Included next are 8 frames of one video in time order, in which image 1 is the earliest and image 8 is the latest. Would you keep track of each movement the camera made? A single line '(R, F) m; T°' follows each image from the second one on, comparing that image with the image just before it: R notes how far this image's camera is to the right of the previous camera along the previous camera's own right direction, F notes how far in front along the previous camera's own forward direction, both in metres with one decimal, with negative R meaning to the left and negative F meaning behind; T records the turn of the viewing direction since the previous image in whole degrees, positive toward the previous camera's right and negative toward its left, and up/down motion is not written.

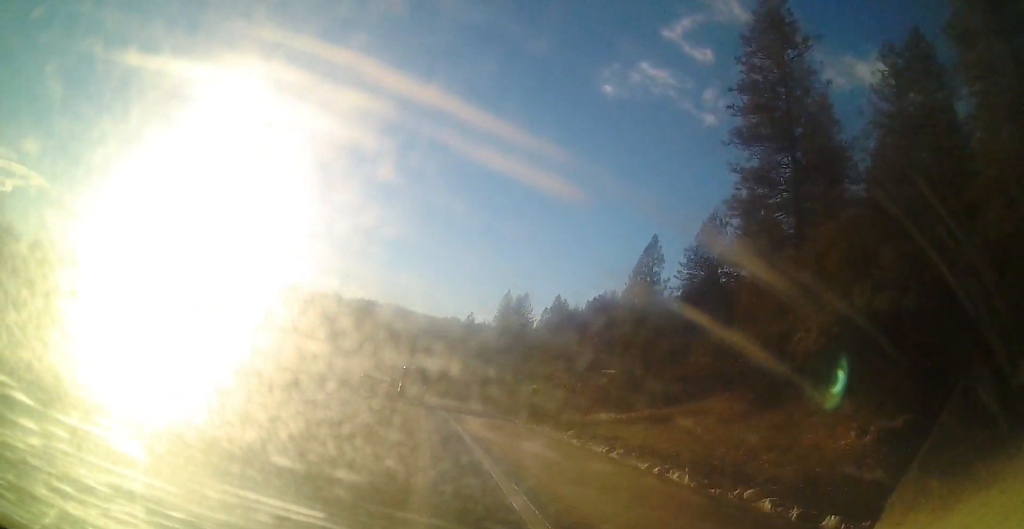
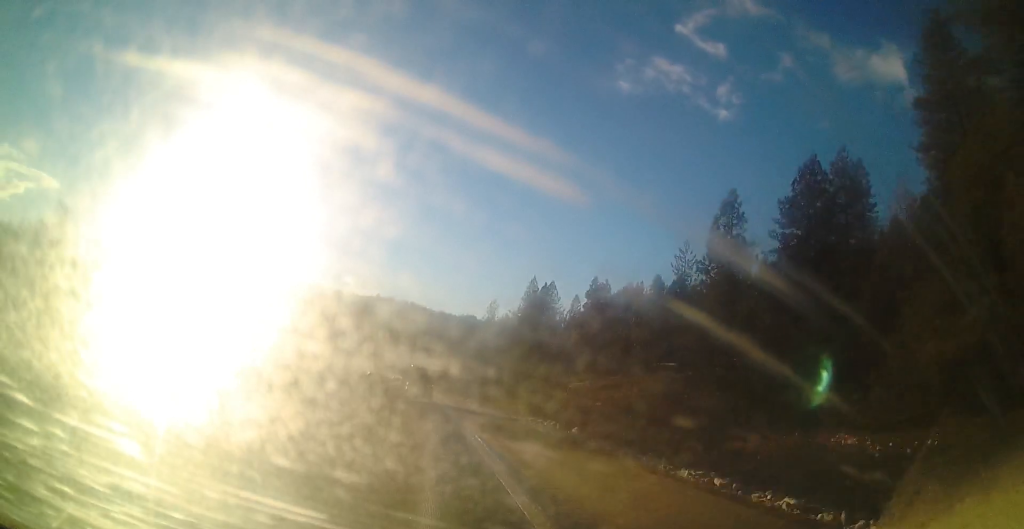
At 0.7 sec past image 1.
(-0.4, +19.2) m; -2°
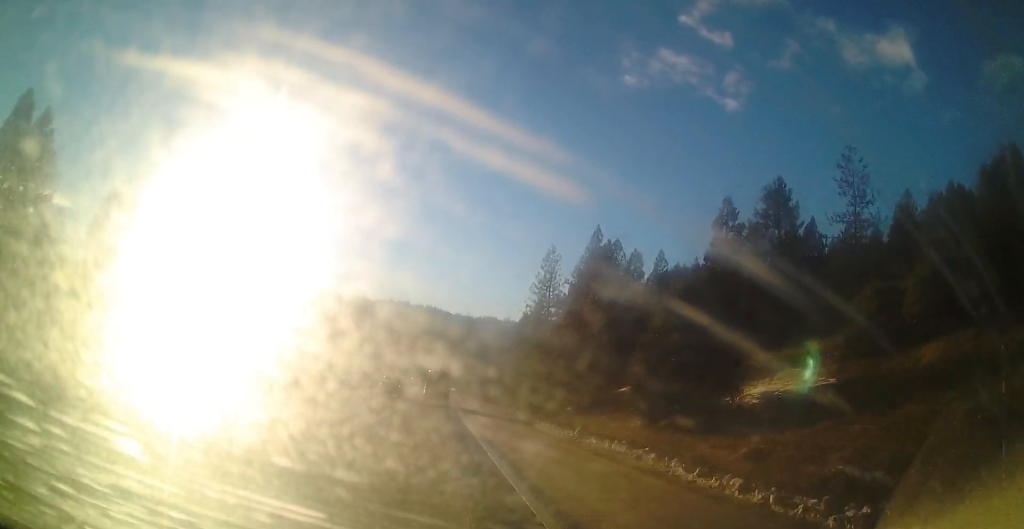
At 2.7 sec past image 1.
(-2.1, +51.9) m; -3°
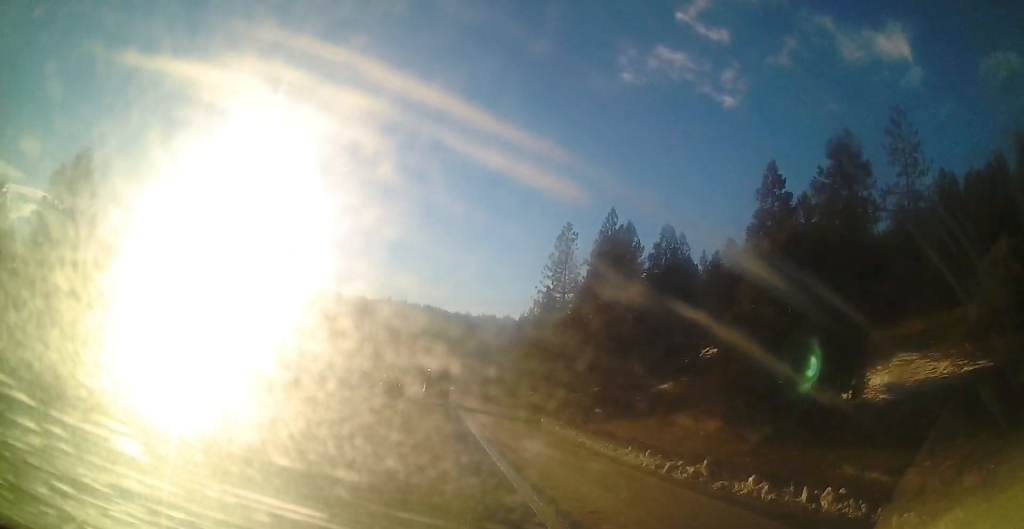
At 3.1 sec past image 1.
(+0.2, +11.1) m; 0°
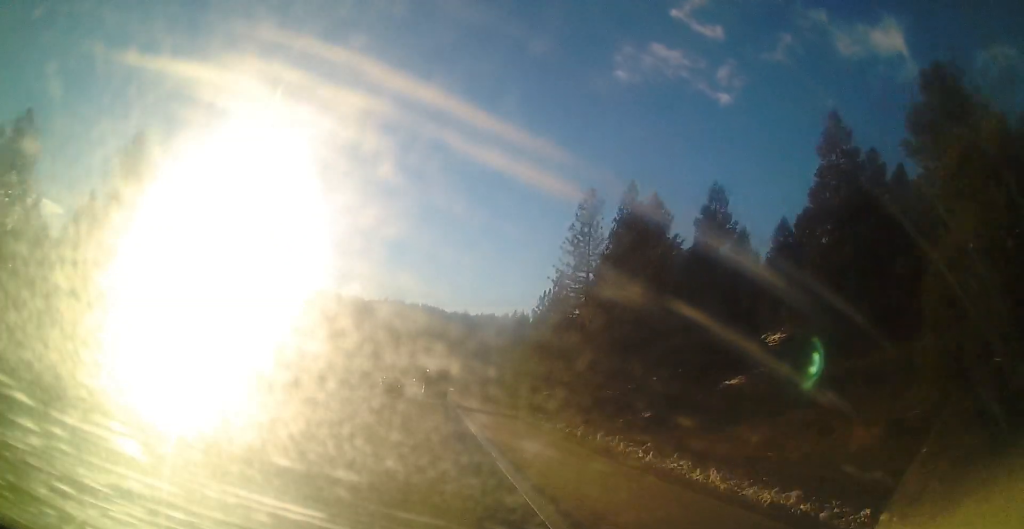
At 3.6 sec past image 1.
(+0.2, +11.9) m; 0°
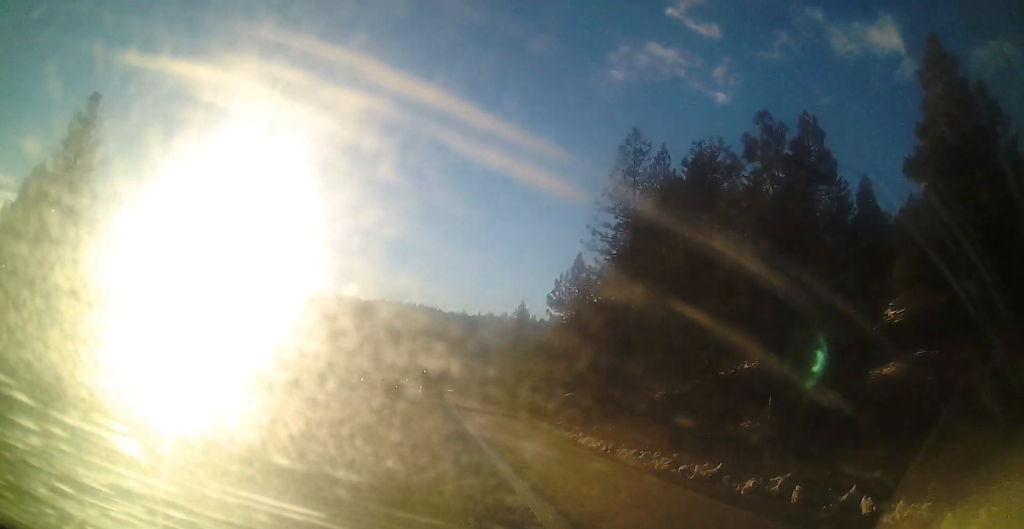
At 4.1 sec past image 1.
(-0.3, +14.5) m; 0°
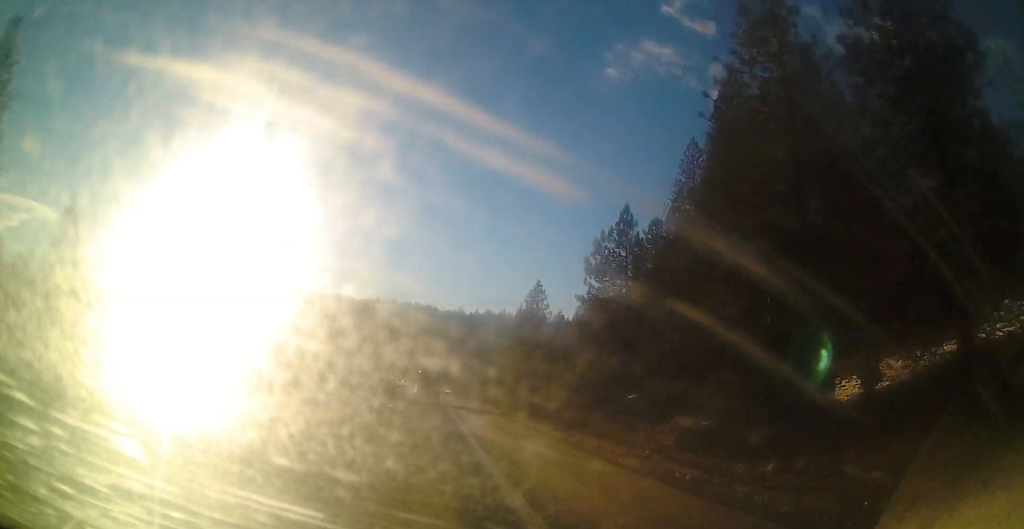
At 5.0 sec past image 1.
(0.0, +21.4) m; 0°
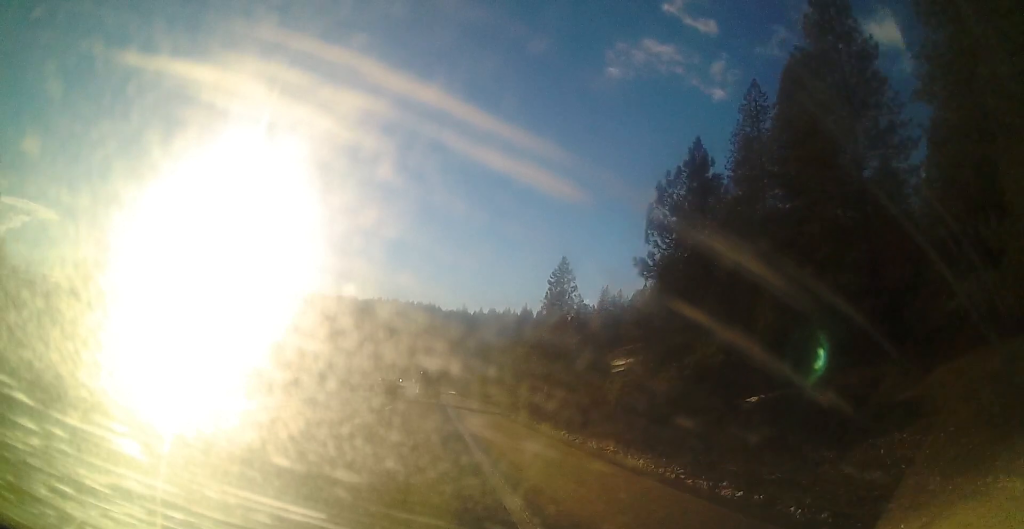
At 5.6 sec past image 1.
(+0.4, +16.3) m; 0°
